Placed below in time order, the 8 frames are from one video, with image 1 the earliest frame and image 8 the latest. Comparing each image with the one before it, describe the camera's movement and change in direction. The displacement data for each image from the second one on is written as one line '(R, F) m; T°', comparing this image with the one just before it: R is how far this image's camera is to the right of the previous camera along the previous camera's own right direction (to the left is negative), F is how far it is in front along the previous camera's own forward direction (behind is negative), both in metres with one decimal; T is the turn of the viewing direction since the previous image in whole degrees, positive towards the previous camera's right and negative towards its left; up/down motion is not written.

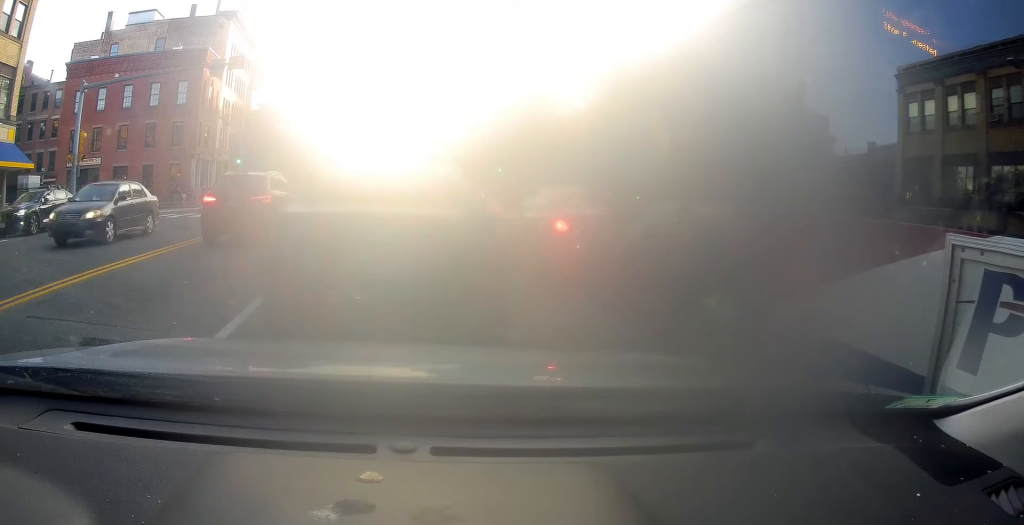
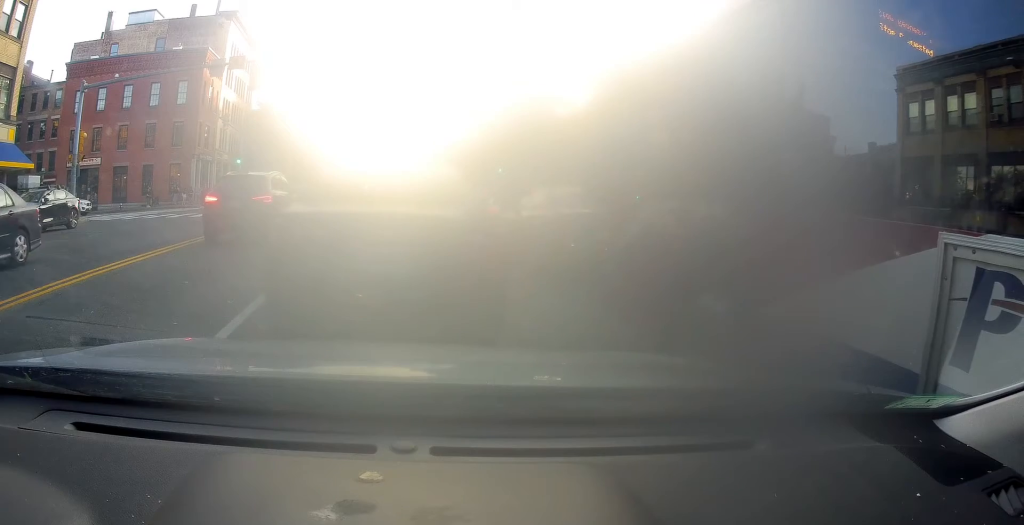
(0.0, 0.0) m; 0°
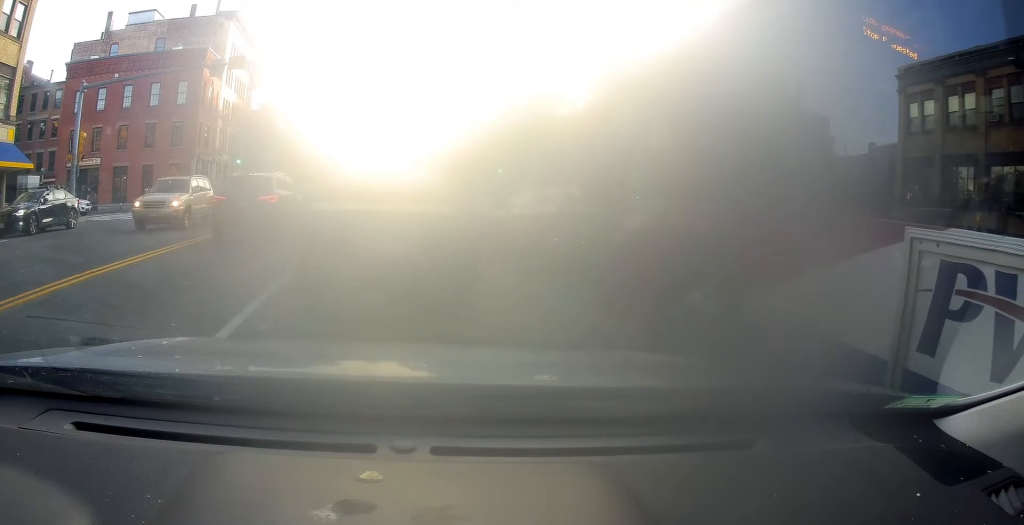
(0.0, 0.0) m; 0°
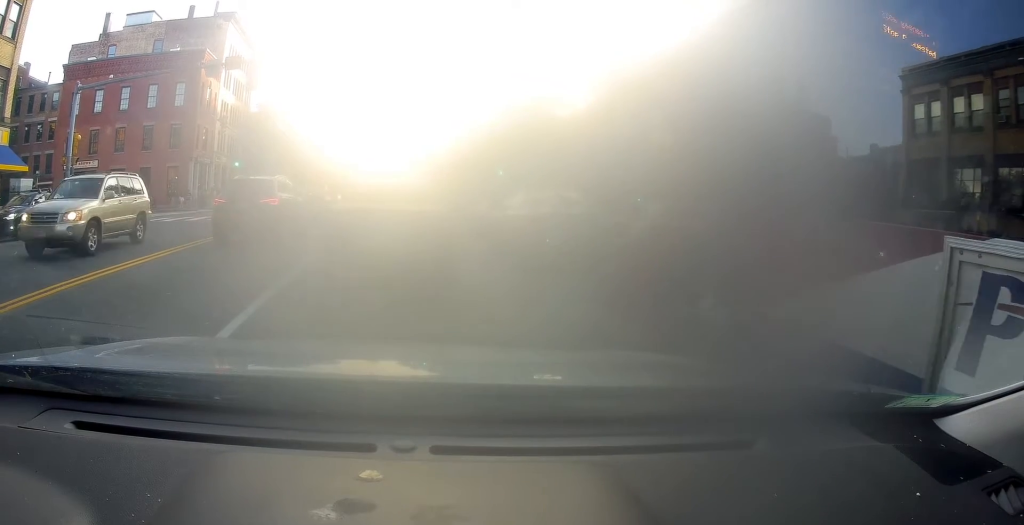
(0.0, +0.3) m; 0°
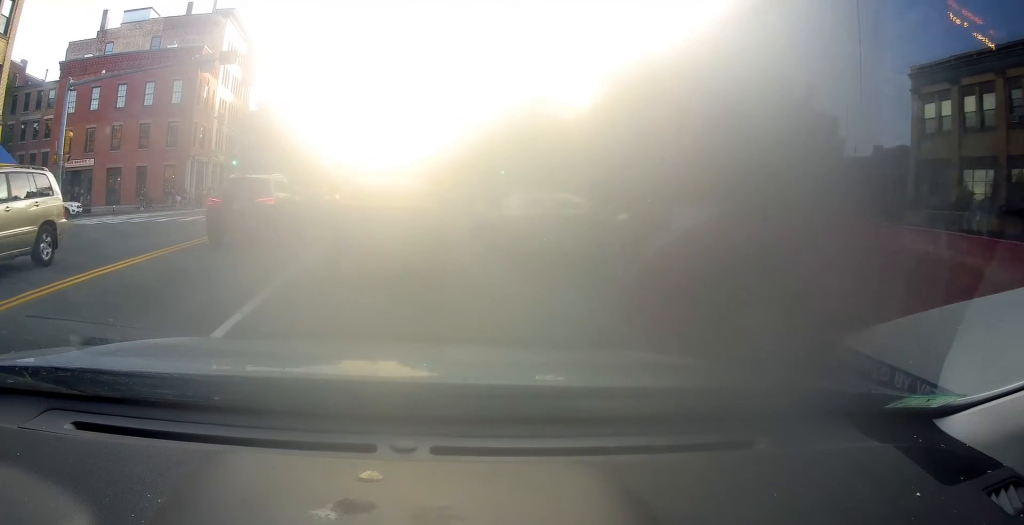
(0.0, +0.3) m; 0°
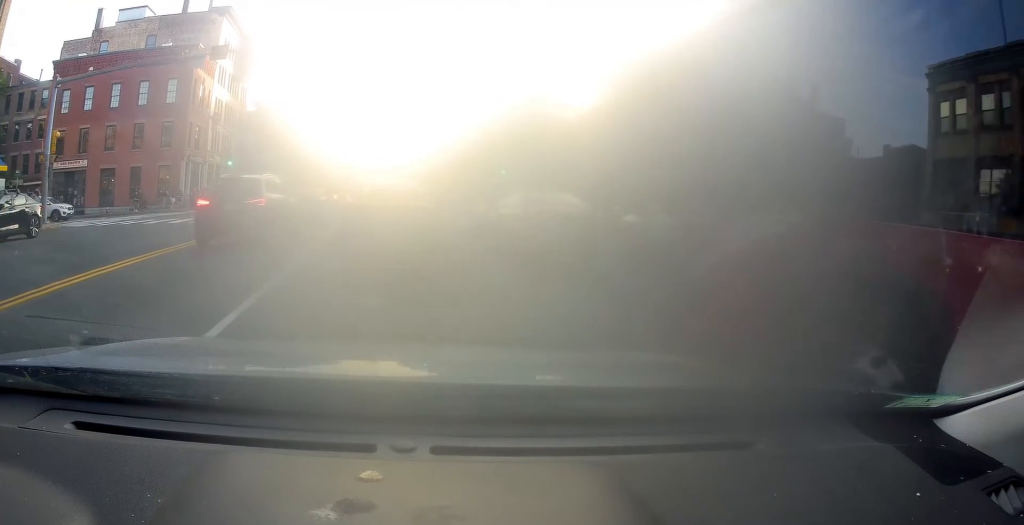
(0.0, +1.2) m; +3°
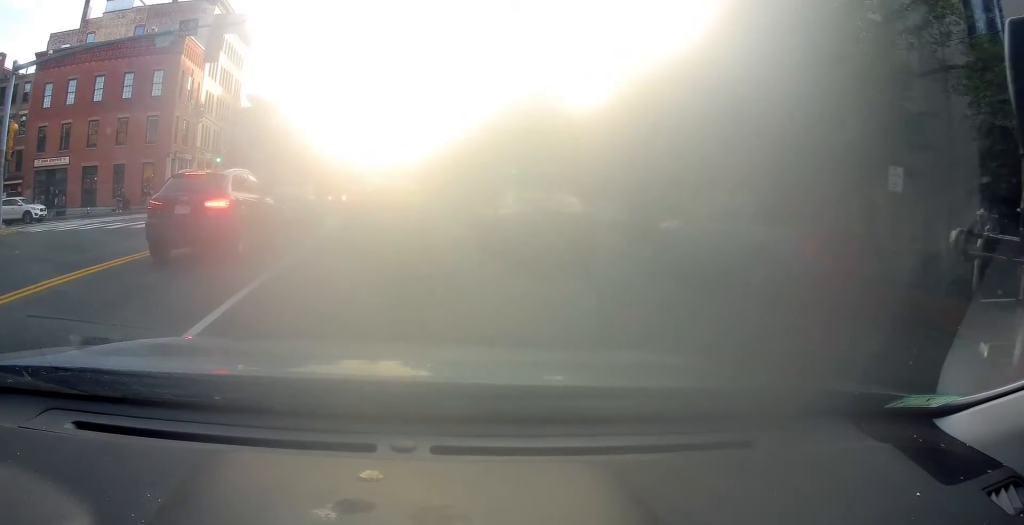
(+0.3, +4.2) m; +5°
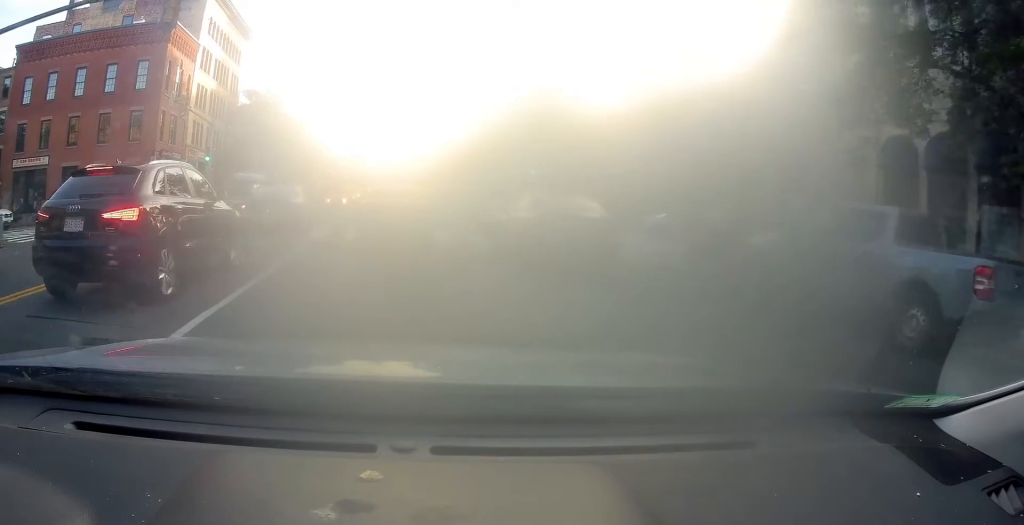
(0.0, +5.9) m; -3°
